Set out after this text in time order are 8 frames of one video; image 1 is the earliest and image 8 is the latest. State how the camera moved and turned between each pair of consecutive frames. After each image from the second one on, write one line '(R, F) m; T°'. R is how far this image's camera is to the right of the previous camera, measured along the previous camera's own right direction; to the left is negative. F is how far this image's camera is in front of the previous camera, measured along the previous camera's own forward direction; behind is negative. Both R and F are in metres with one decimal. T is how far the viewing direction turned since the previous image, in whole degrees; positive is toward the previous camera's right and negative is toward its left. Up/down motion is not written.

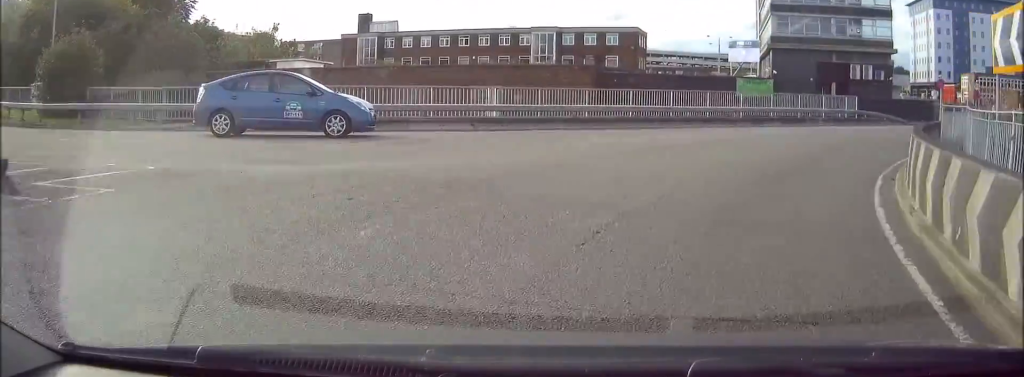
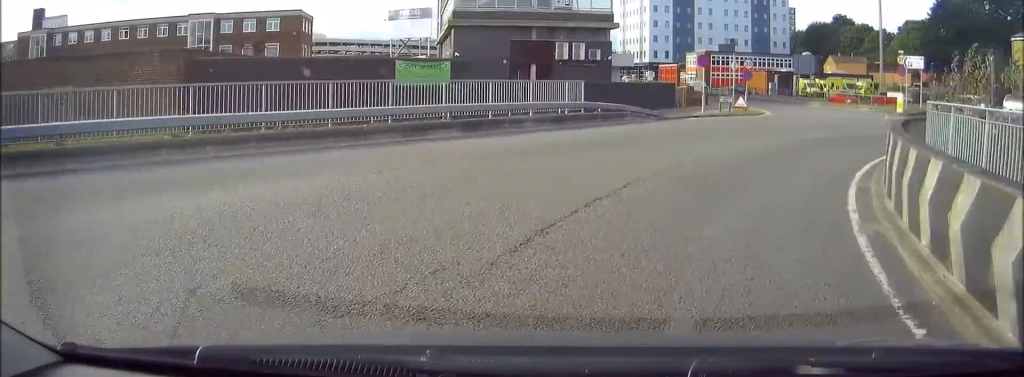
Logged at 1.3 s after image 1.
(+2.5, +11.0) m; +28°
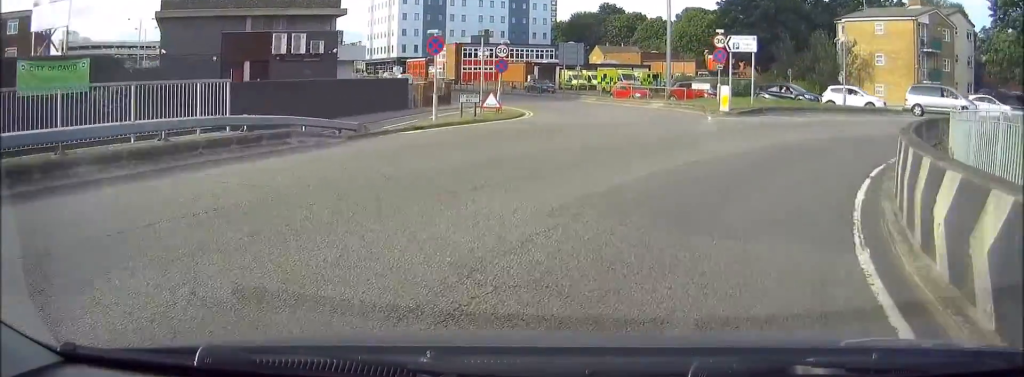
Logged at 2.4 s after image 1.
(+1.7, +9.4) m; +20°
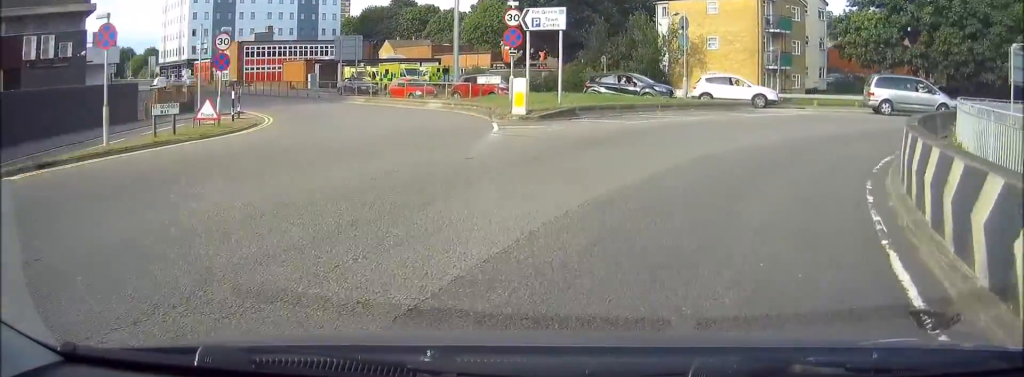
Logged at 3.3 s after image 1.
(+1.1, +7.9) m; +16°
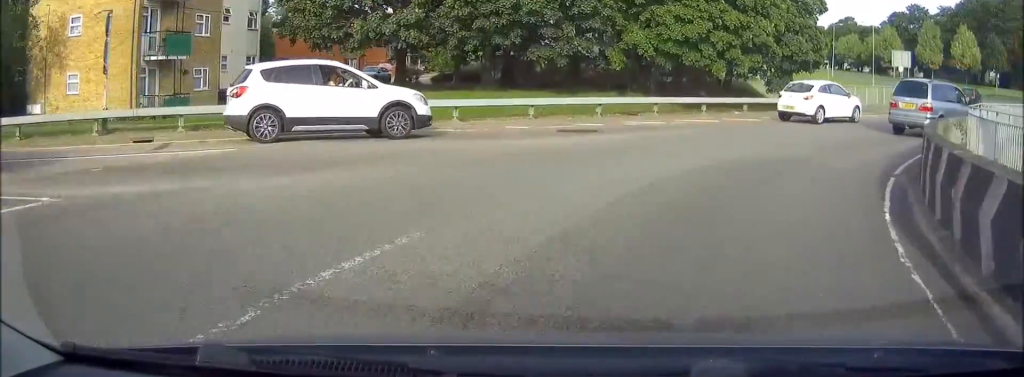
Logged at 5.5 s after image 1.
(+7.2, +19.0) m; +41°
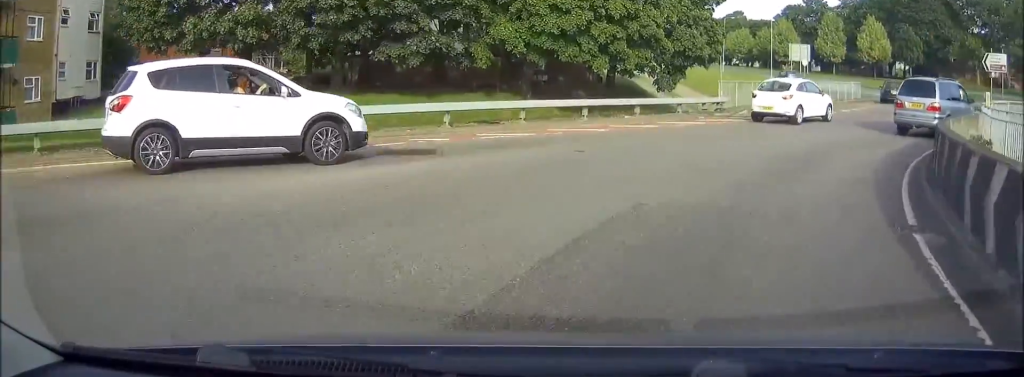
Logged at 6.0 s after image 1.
(+0.6, +4.5) m; +7°
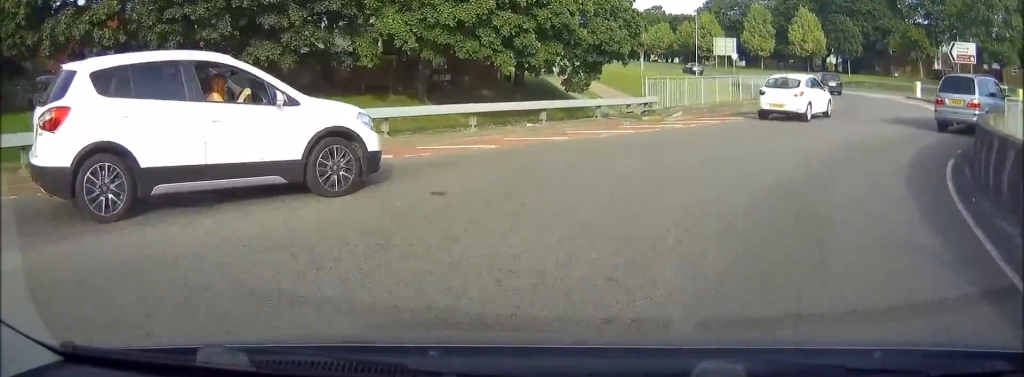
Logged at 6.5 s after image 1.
(+0.3, +4.7) m; +7°
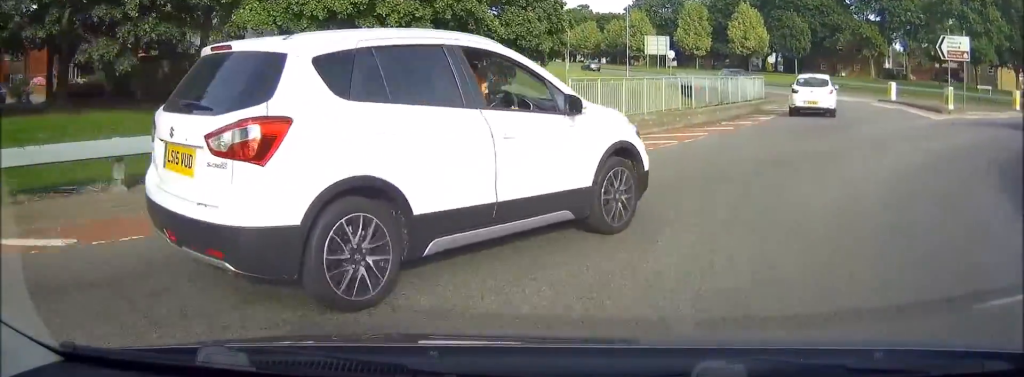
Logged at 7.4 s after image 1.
(+0.5, +6.9) m; +9°
